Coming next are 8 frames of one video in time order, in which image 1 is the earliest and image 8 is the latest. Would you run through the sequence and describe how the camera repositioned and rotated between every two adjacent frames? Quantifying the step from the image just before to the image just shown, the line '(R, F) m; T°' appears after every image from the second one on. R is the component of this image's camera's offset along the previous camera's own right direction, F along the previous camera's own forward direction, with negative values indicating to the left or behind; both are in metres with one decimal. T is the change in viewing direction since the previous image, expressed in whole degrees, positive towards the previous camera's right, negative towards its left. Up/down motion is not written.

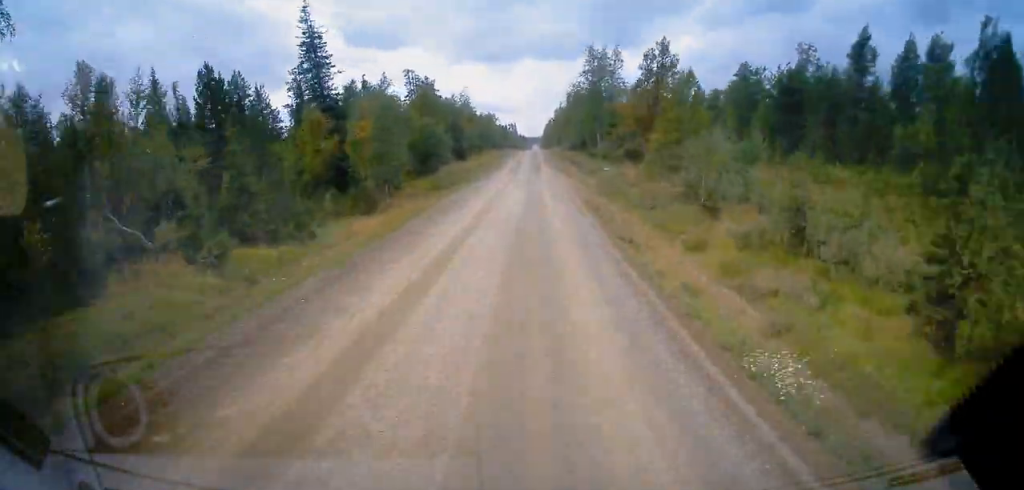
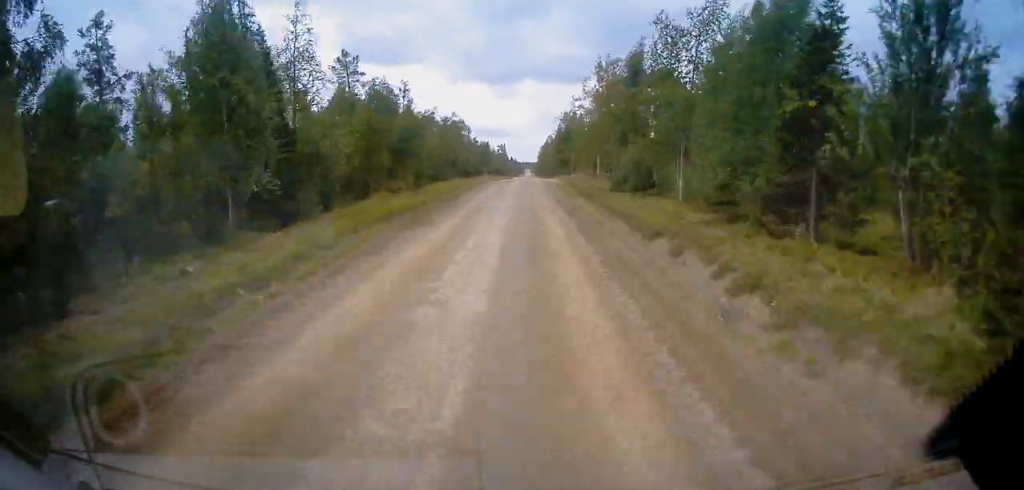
(-0.2, +55.9) m; 0°
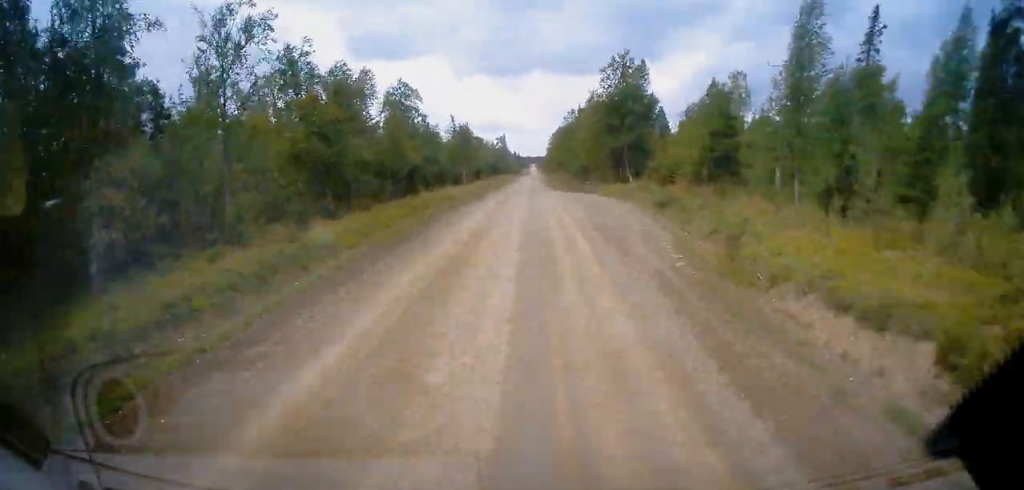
(-0.1, +52.9) m; 0°
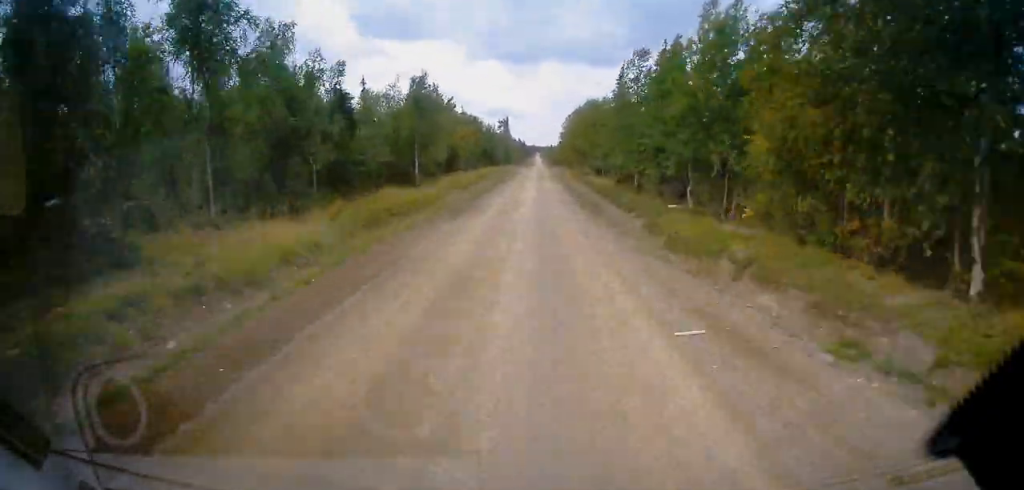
(-0.1, +39.1) m; 0°
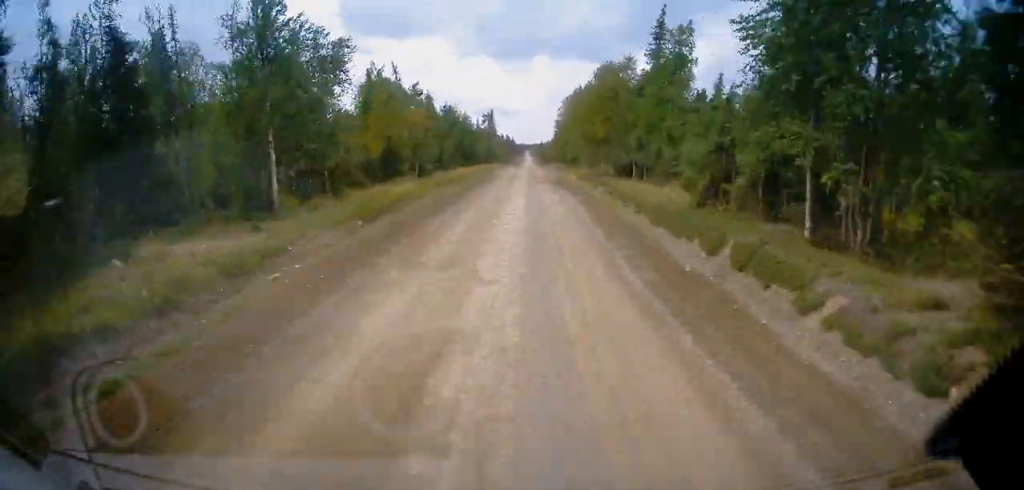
(+0.1, +24.8) m; 0°
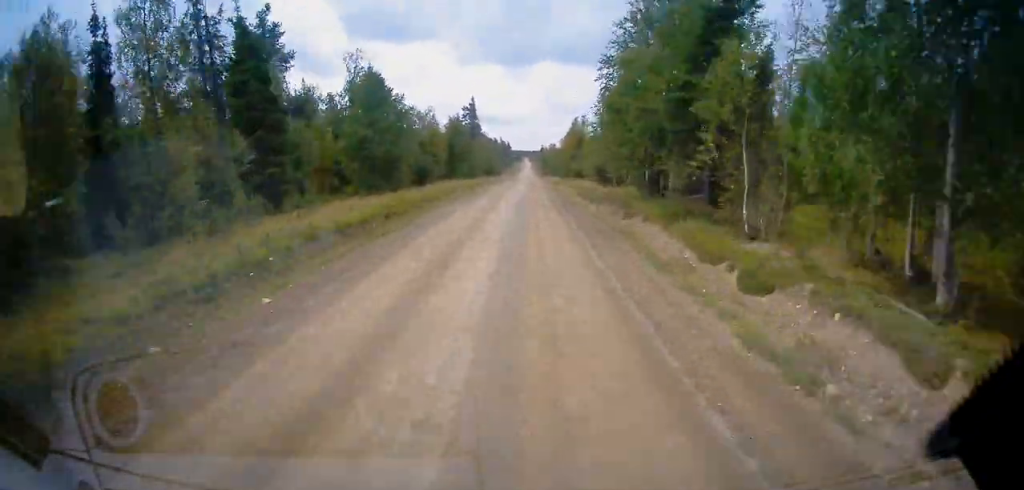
(+0.1, +58.3) m; +1°
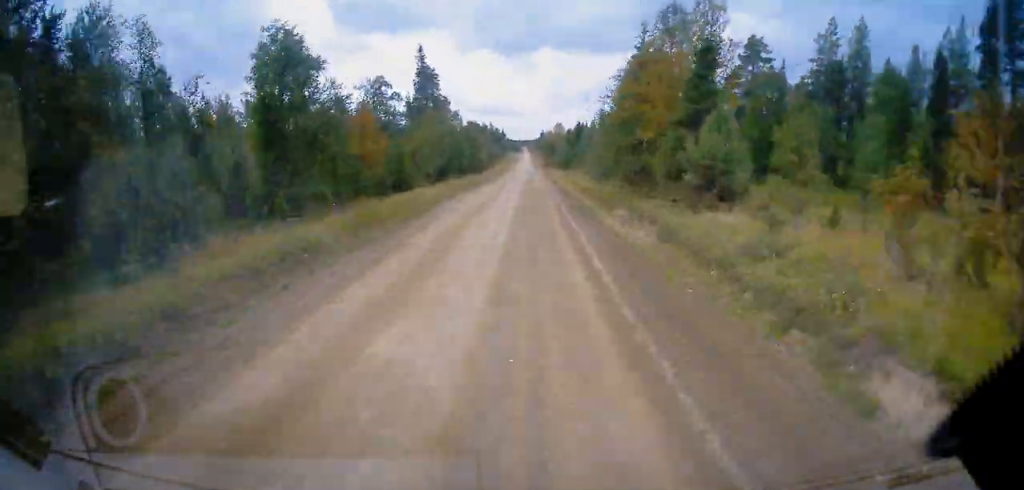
(+0.6, +56.7) m; 0°
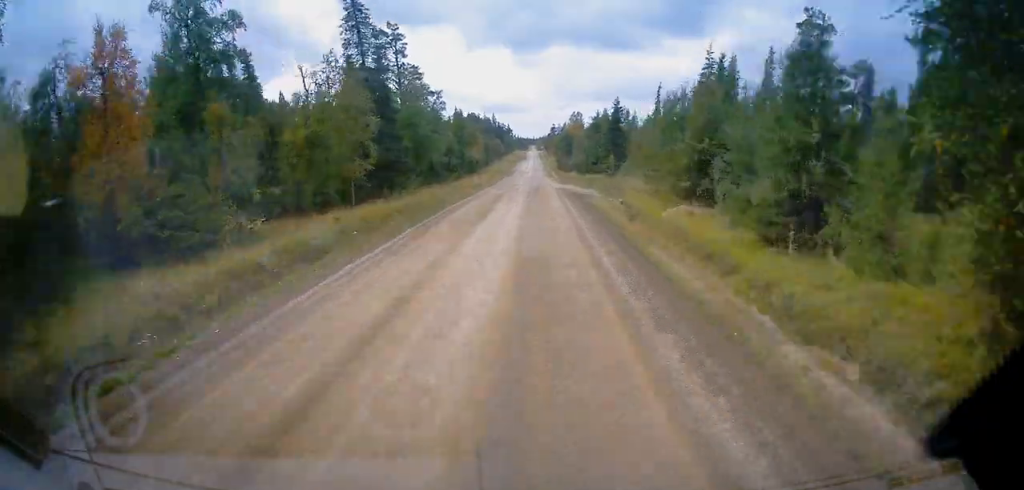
(-0.1, +35.2) m; 0°
